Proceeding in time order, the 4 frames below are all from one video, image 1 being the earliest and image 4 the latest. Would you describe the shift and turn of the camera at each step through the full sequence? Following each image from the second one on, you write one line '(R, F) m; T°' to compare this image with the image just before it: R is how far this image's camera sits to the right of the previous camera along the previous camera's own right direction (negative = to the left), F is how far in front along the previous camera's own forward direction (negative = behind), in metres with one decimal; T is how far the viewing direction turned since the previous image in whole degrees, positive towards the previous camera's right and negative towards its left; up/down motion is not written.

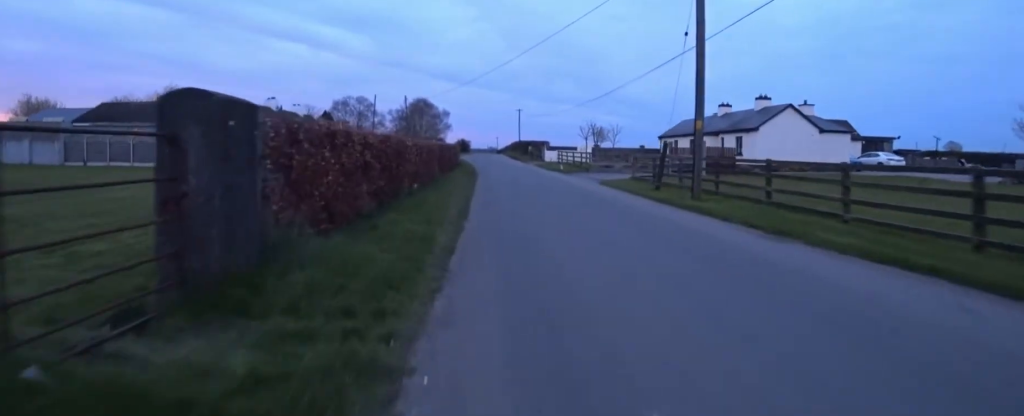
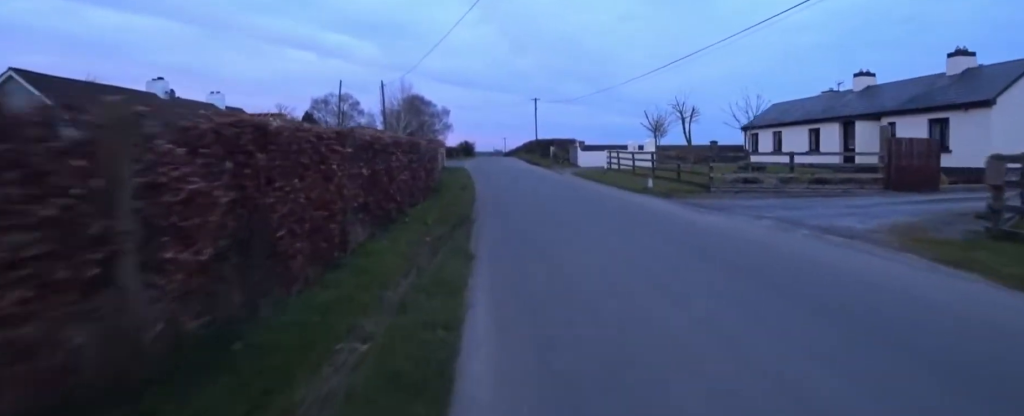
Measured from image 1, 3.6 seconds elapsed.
(-2.3, +13.6) m; -13°
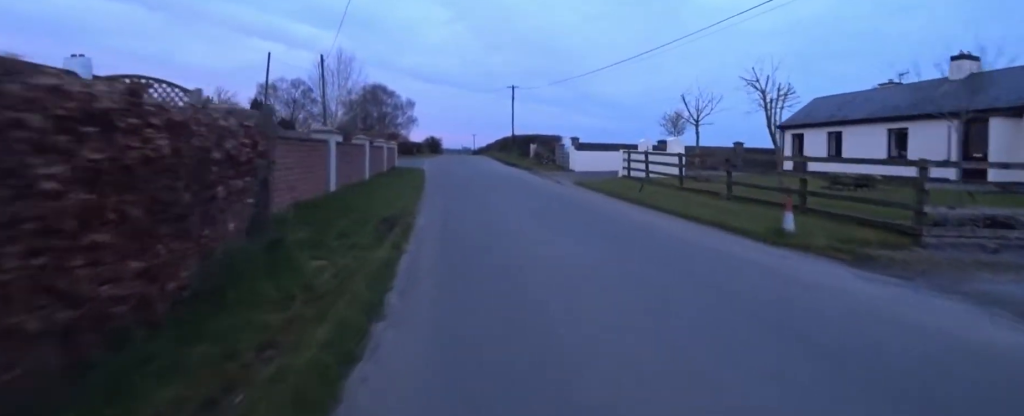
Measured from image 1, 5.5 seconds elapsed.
(+1.7, +7.7) m; +12°
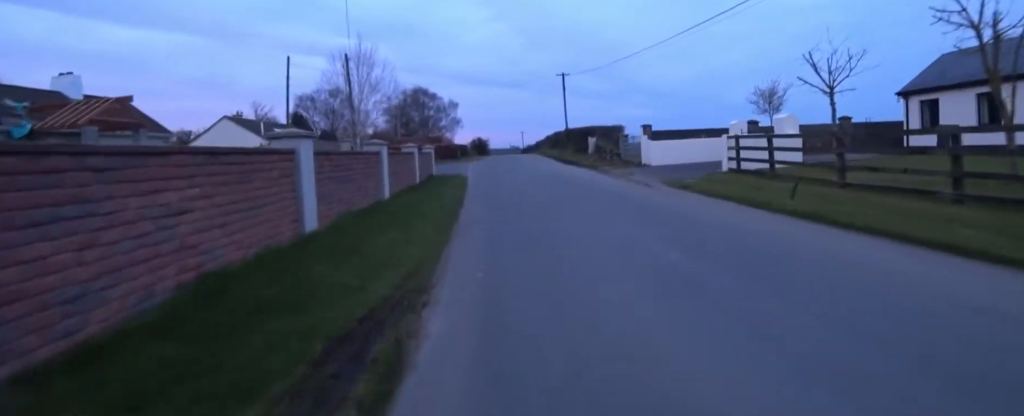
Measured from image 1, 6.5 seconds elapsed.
(-0.7, +4.3) m; 0°
